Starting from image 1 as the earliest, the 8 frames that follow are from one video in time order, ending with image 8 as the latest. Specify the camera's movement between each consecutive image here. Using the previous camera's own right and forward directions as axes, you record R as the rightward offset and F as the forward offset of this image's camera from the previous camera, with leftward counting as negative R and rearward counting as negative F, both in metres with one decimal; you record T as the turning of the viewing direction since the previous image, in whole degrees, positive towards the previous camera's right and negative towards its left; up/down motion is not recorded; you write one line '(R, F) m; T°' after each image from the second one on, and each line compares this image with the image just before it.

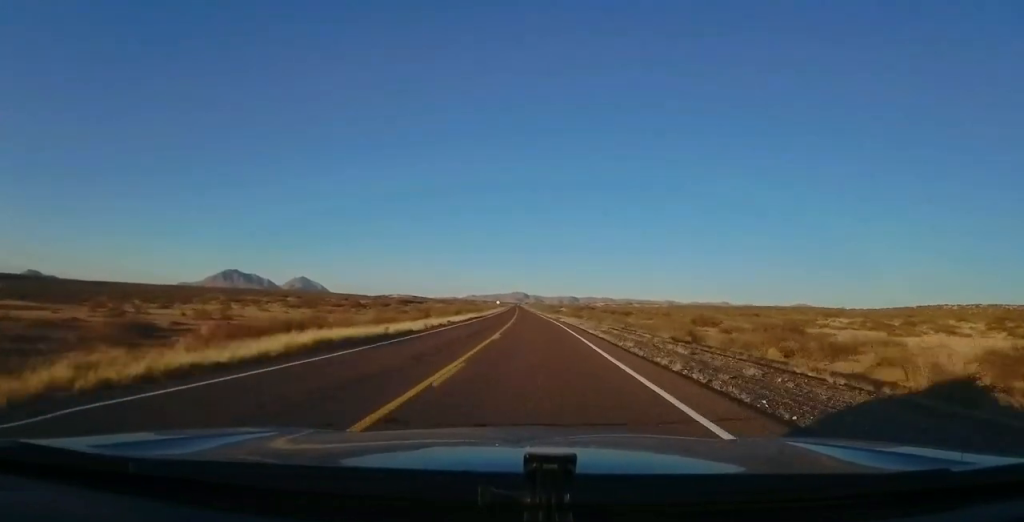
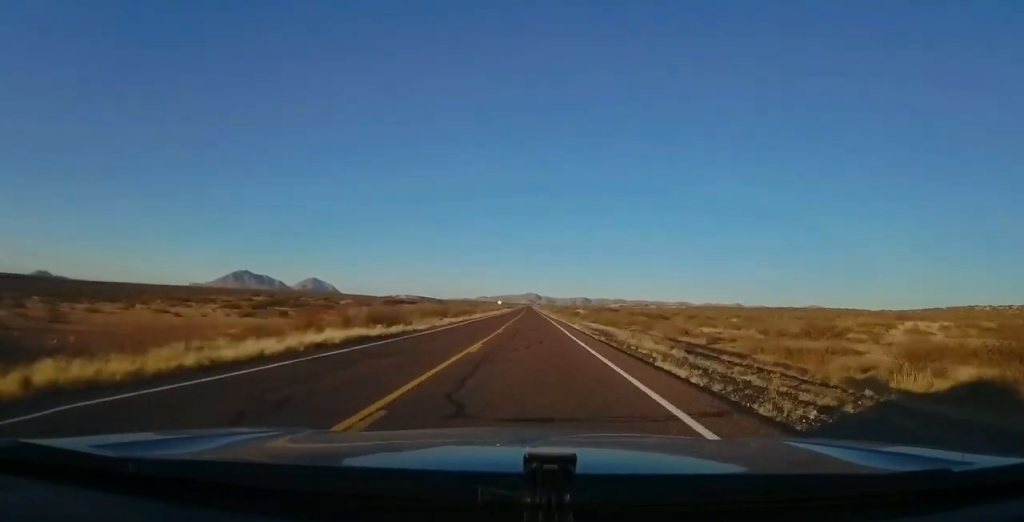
(0.0, +42.4) m; -1°
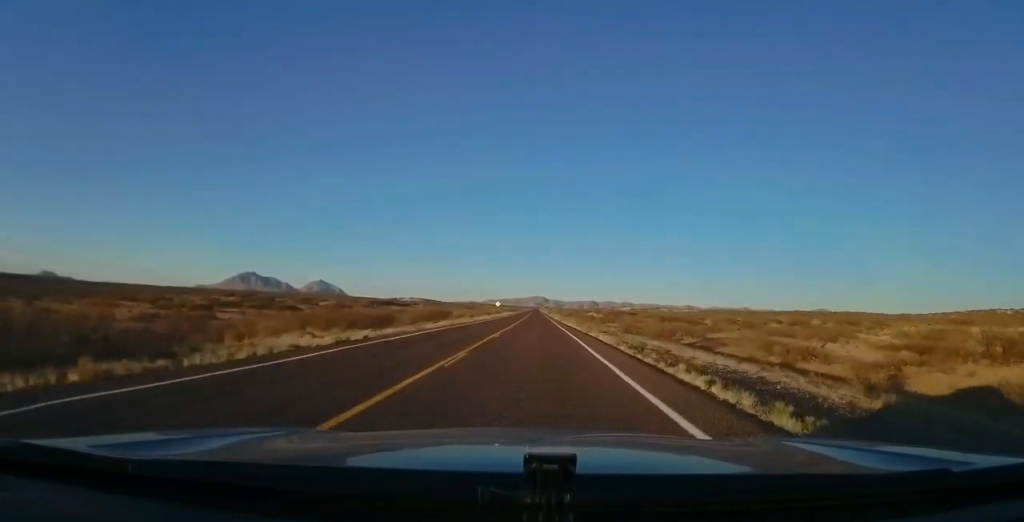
(-0.7, +28.9) m; -2°
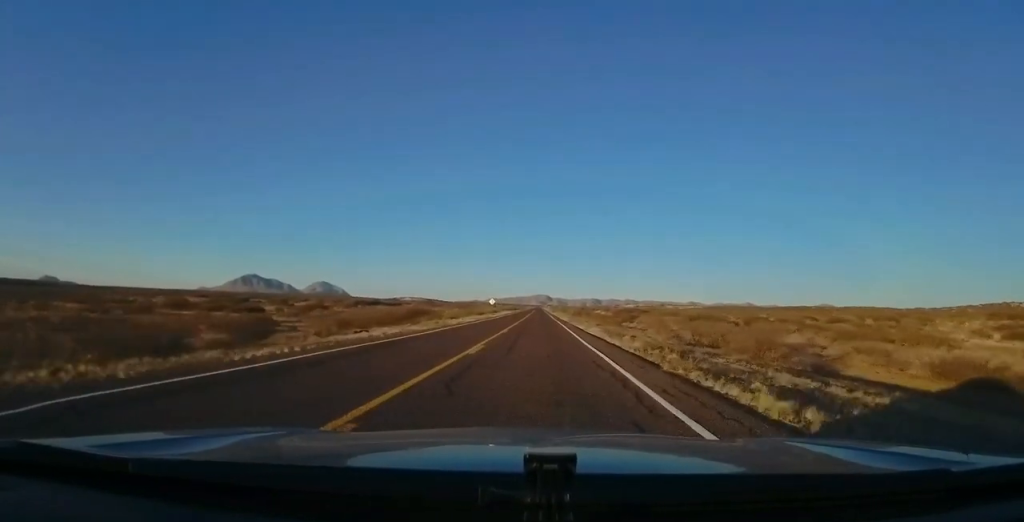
(-0.2, +21.1) m; 0°
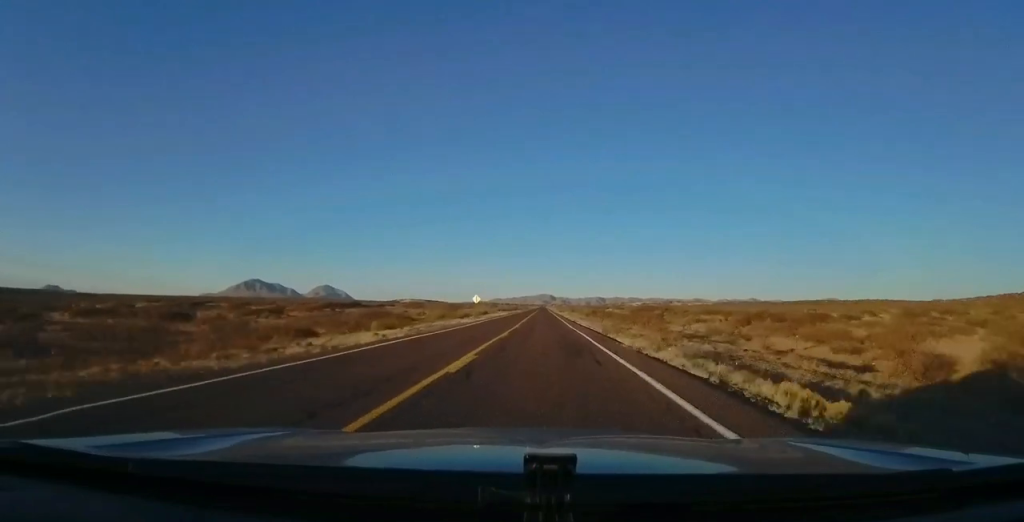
(+0.2, +28.7) m; 0°
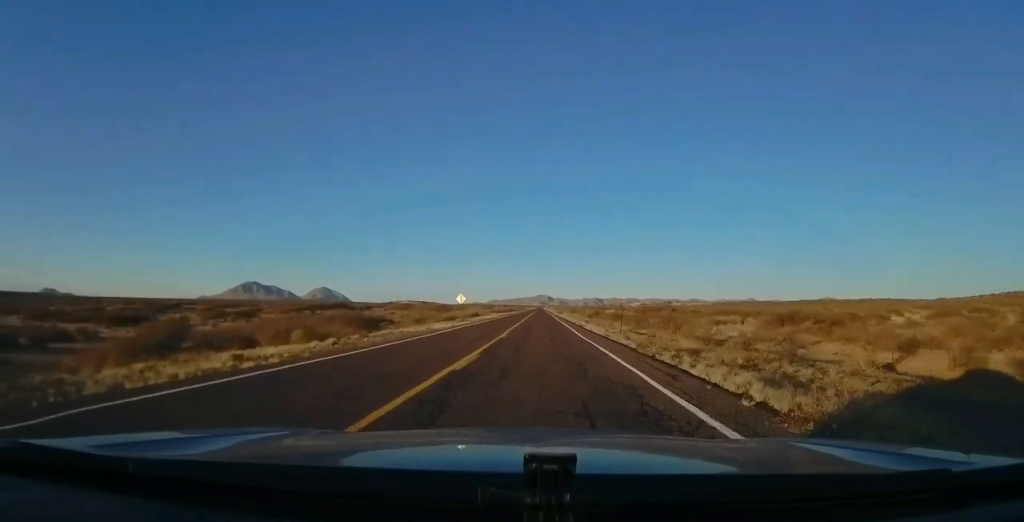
(+0.1, +11.4) m; 0°
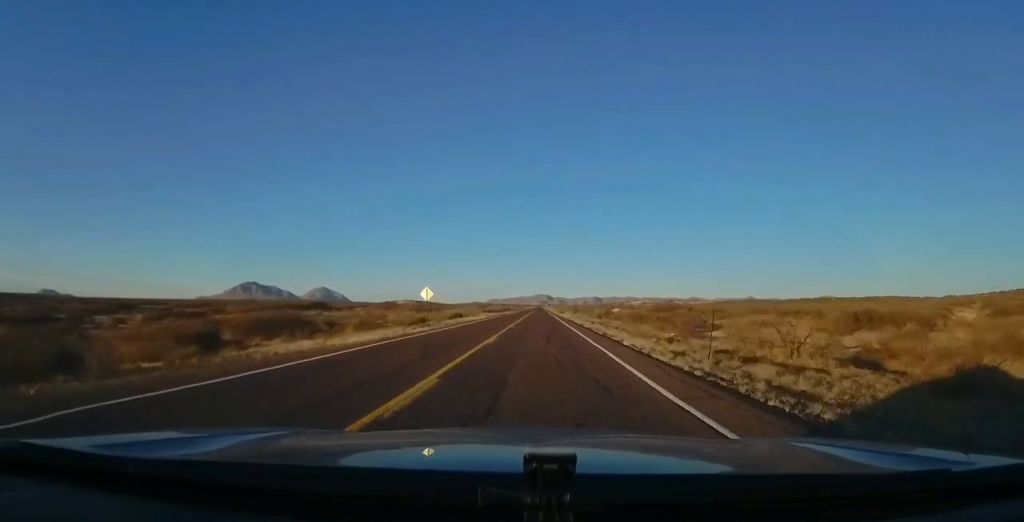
(-0.1, +17.2) m; 0°
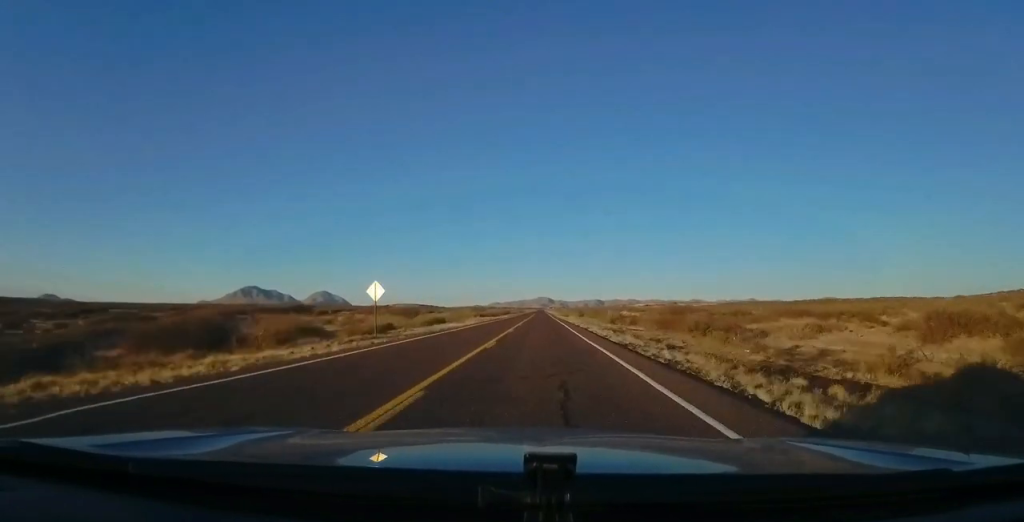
(-0.1, +13.4) m; 0°
